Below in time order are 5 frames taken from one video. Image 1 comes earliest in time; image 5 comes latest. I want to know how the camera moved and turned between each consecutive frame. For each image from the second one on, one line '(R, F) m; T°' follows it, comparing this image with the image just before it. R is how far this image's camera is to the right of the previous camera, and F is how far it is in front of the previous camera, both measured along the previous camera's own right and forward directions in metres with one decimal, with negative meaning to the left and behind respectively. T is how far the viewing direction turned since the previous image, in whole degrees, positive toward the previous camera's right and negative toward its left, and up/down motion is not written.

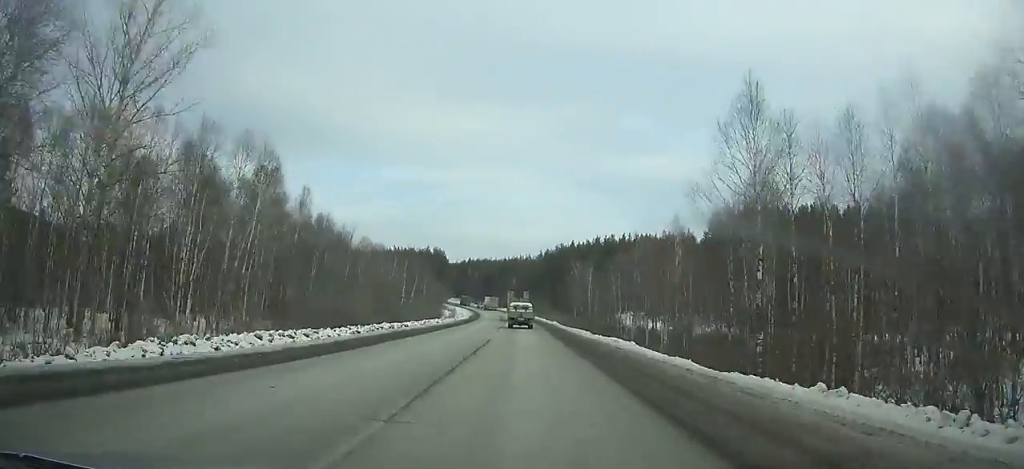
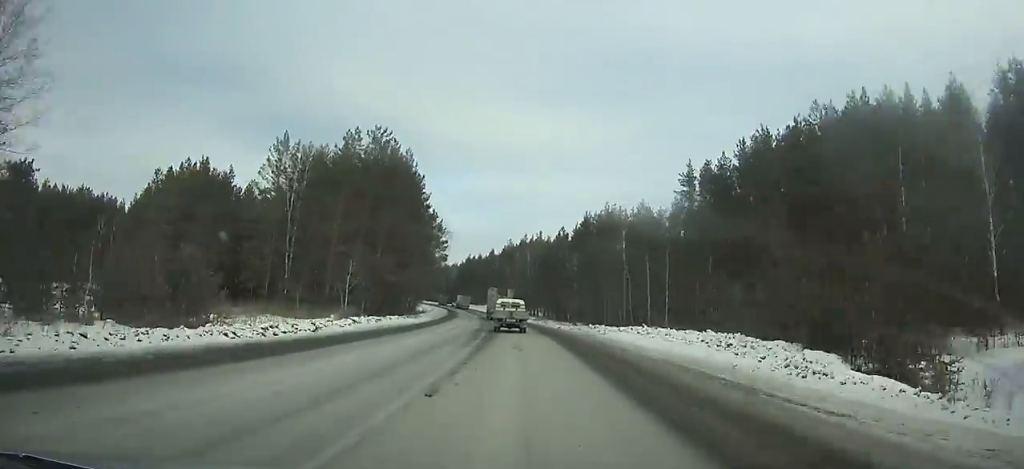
(-7.1, +155.0) m; -7°
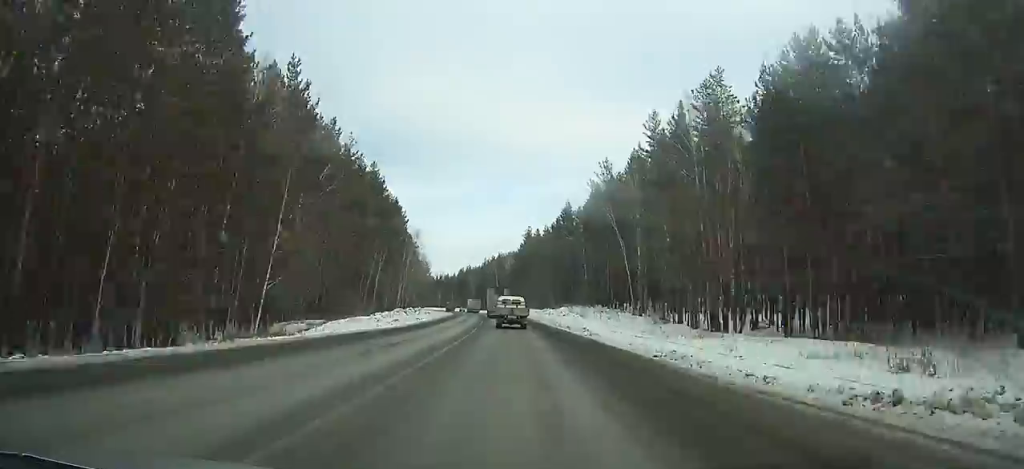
(-8.2, +116.5) m; -8°
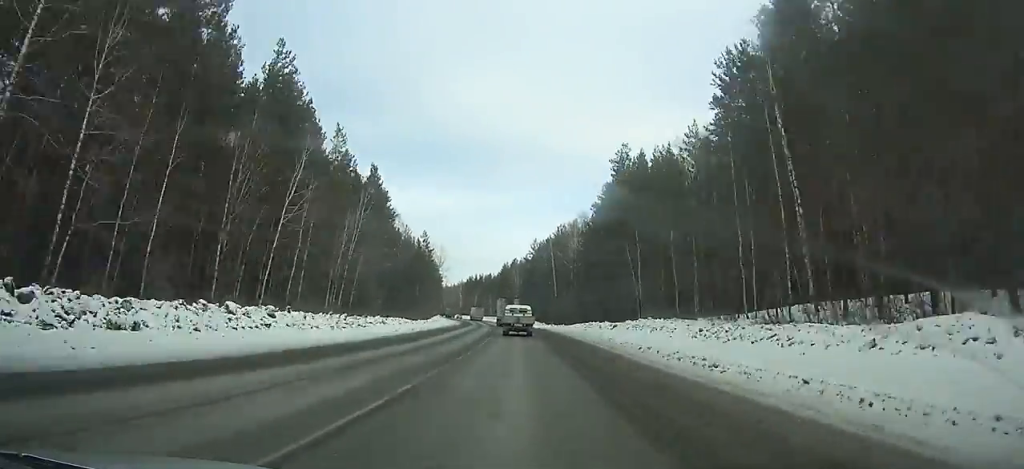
(-4.3, +93.4) m; -5°
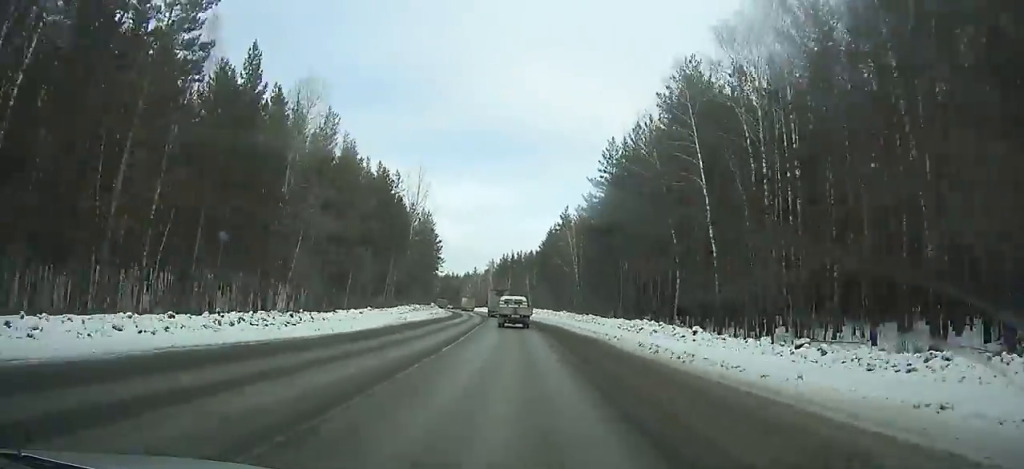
(-3.9, +87.0) m; -5°
